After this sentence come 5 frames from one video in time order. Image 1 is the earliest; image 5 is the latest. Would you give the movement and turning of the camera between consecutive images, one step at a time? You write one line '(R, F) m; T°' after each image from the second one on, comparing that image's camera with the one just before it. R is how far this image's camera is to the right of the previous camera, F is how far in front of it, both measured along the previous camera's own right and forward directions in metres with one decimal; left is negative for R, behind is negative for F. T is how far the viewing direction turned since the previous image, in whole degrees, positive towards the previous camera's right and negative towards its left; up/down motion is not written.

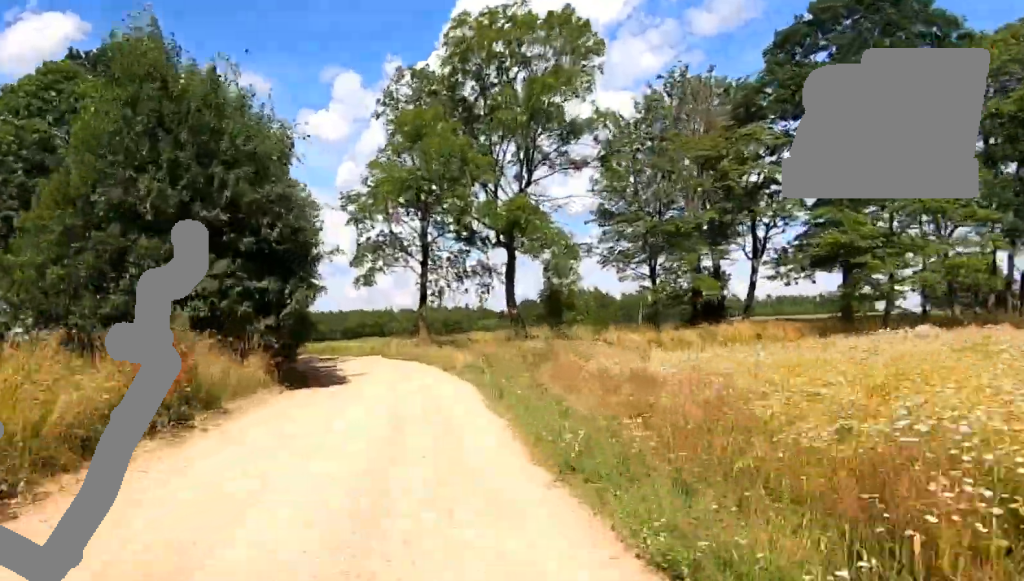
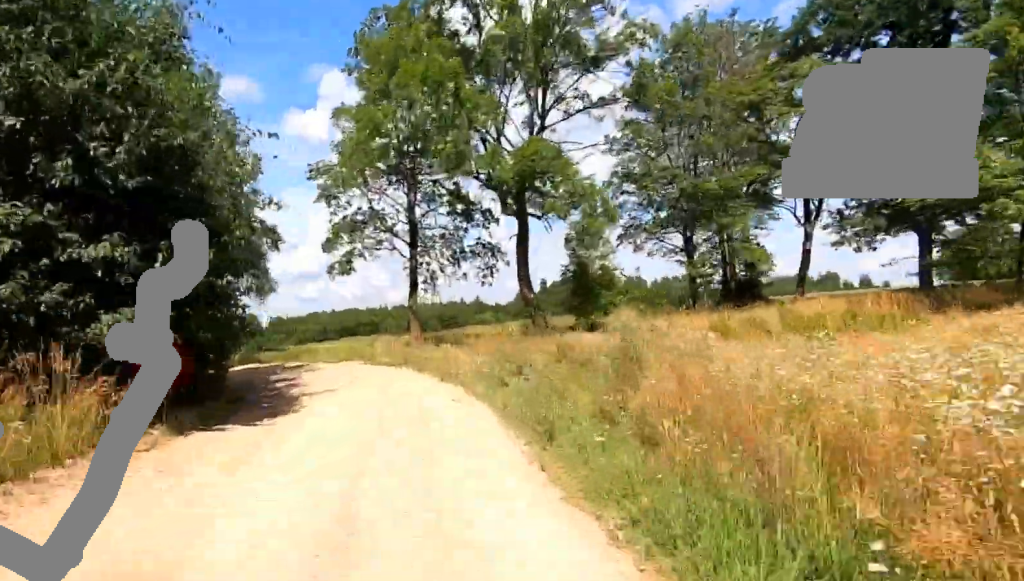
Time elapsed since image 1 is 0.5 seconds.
(+0.7, +4.3) m; -10°
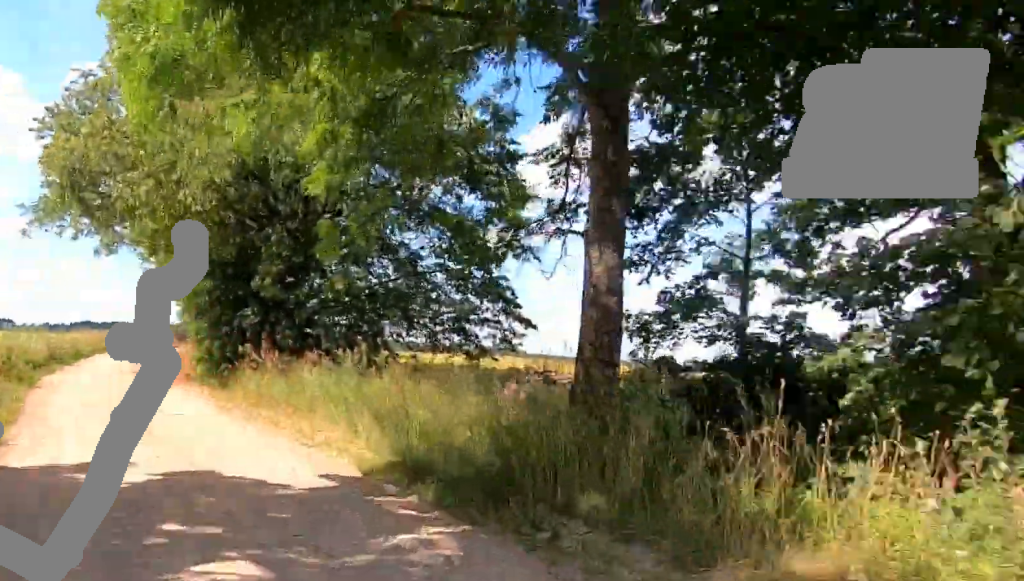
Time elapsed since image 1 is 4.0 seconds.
(-23.5, +27.9) m; -47°
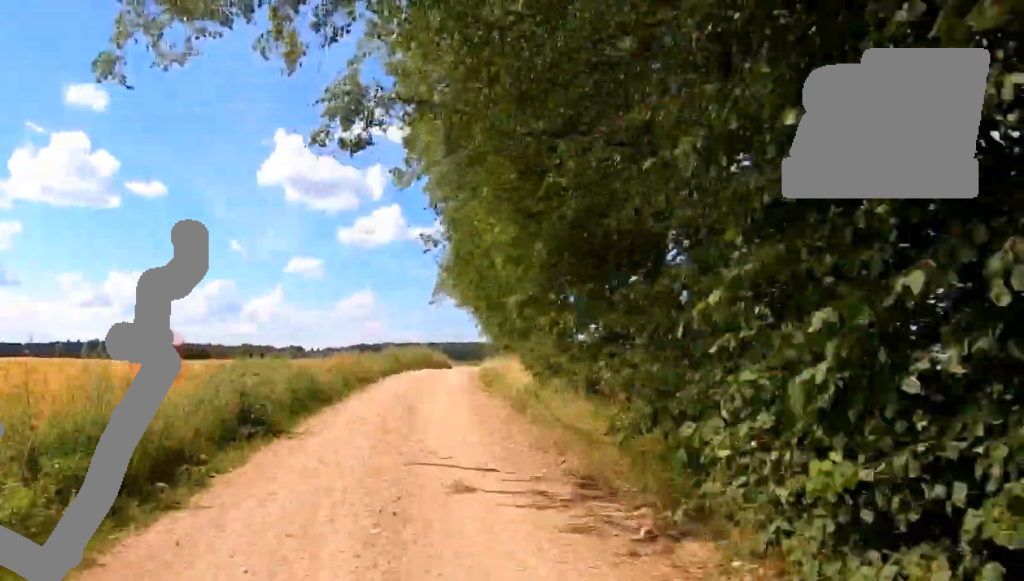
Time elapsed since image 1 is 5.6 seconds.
(0.0, +19.3) m; 0°
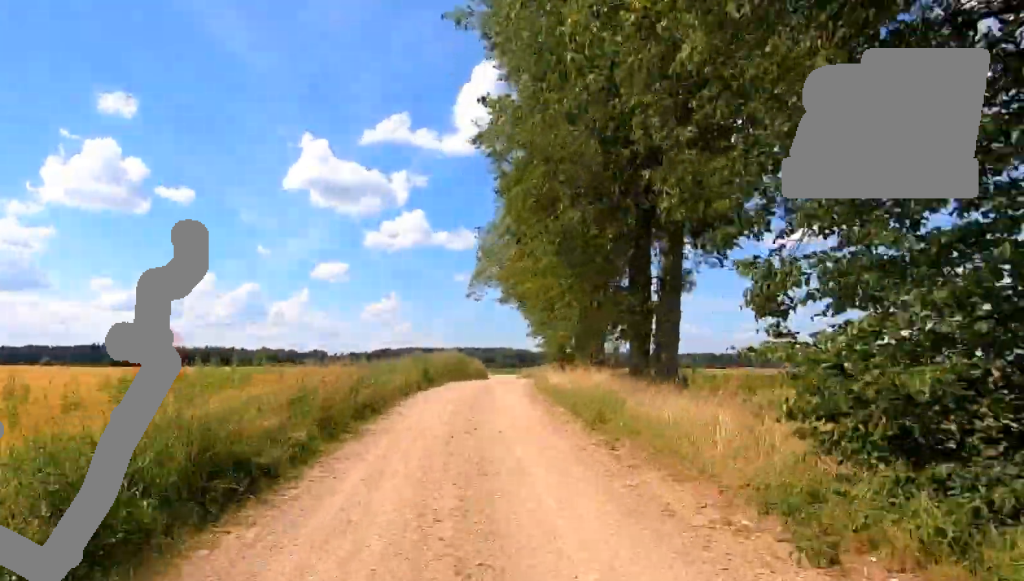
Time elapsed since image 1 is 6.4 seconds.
(0.0, +10.5) m; 0°
